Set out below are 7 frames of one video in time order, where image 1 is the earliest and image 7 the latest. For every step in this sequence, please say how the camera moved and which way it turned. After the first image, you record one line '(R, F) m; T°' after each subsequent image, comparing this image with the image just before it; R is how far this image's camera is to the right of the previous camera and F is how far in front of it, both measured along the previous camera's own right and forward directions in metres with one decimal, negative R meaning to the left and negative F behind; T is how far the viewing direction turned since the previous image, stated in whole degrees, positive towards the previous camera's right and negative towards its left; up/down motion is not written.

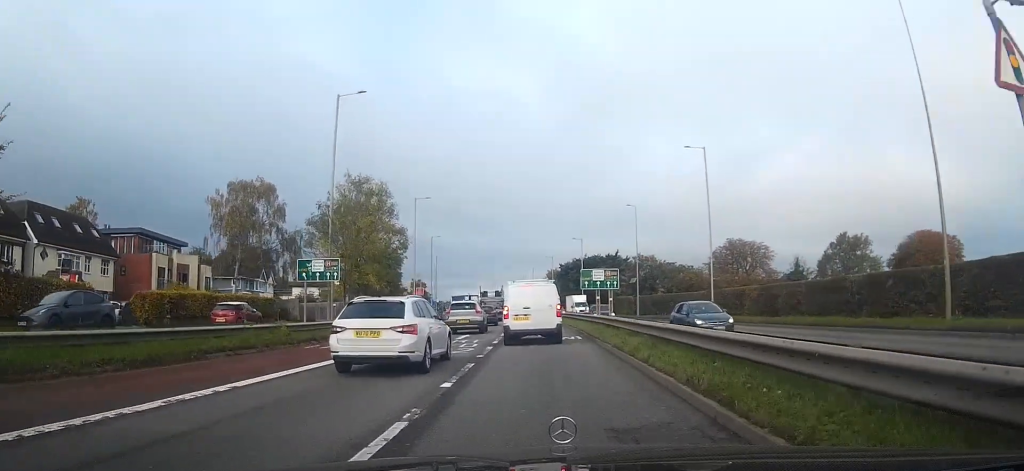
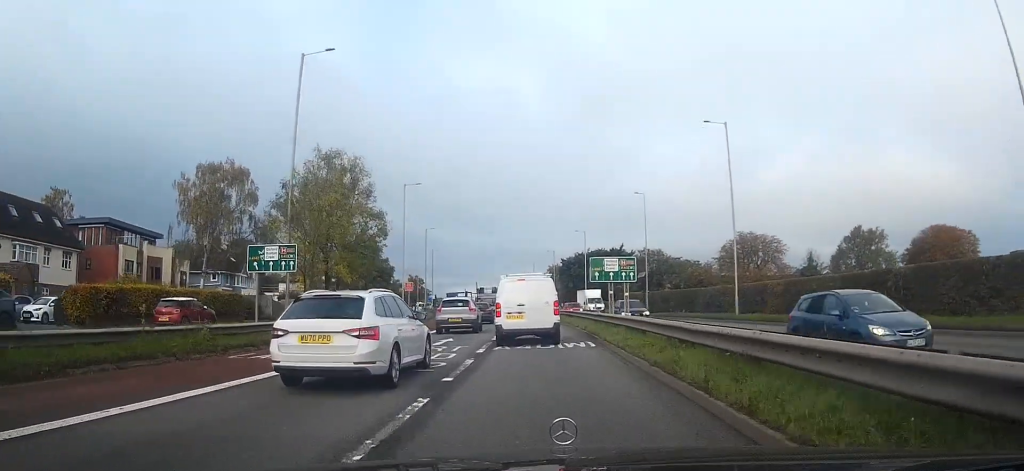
(+0.1, +5.5) m; -1°
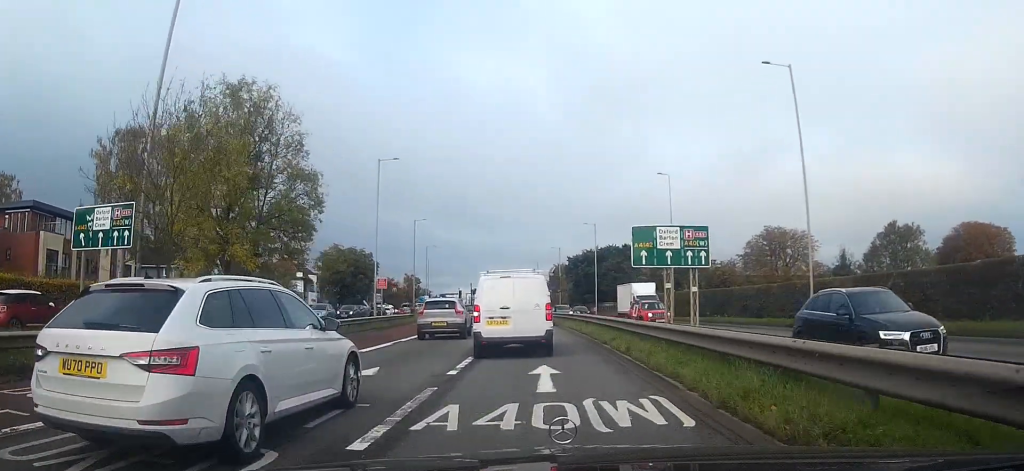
(-0.3, +11.1) m; -1°
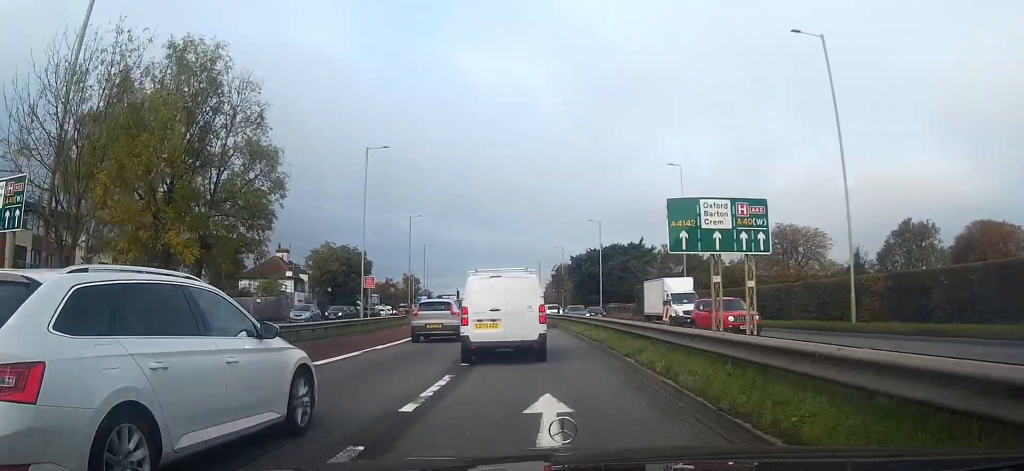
(+0.1, +3.8) m; -1°
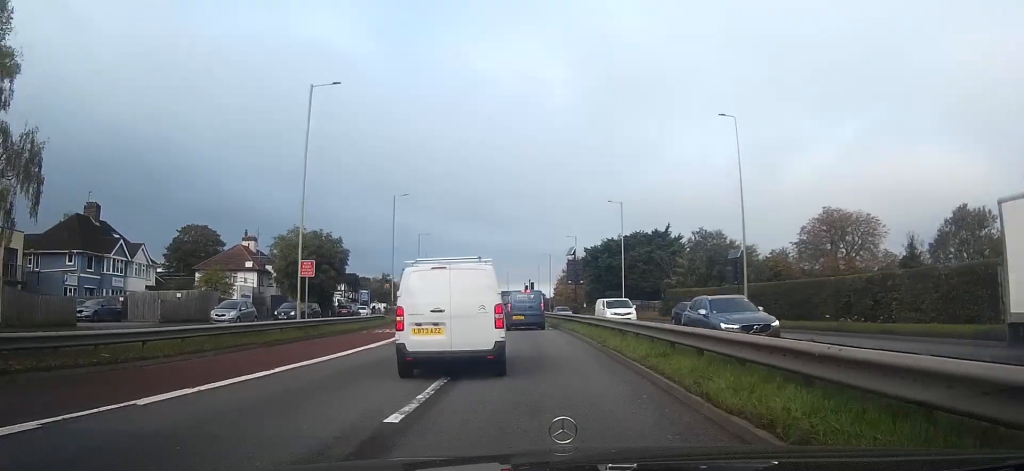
(-0.4, +12.5) m; -1°
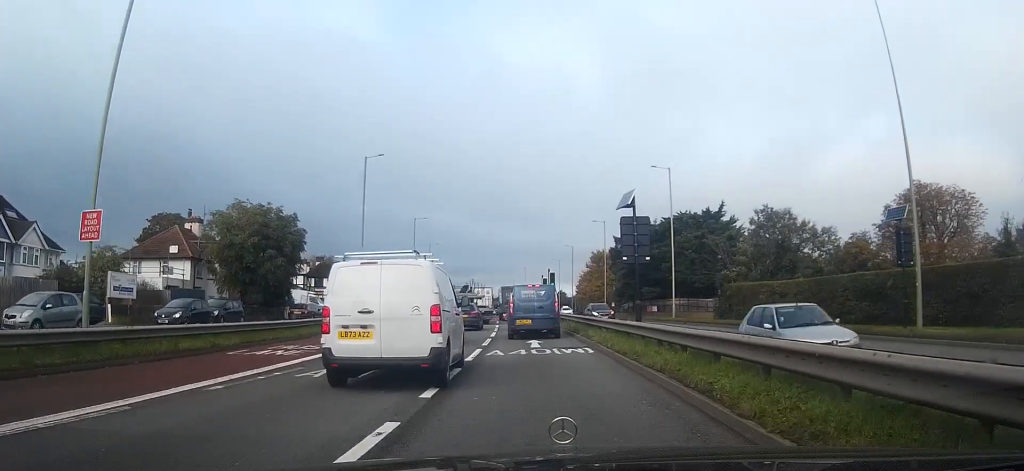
(0.0, +15.3) m; -3°
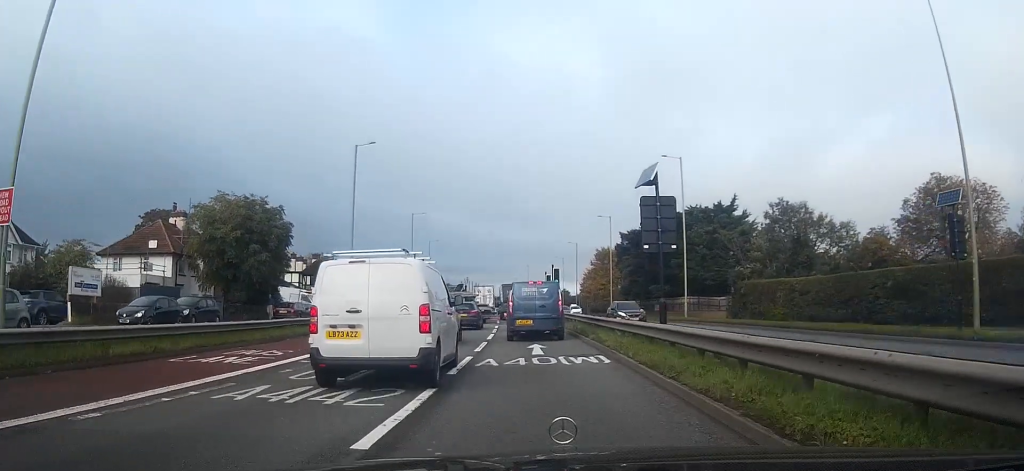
(0.0, +2.9) m; +1°
